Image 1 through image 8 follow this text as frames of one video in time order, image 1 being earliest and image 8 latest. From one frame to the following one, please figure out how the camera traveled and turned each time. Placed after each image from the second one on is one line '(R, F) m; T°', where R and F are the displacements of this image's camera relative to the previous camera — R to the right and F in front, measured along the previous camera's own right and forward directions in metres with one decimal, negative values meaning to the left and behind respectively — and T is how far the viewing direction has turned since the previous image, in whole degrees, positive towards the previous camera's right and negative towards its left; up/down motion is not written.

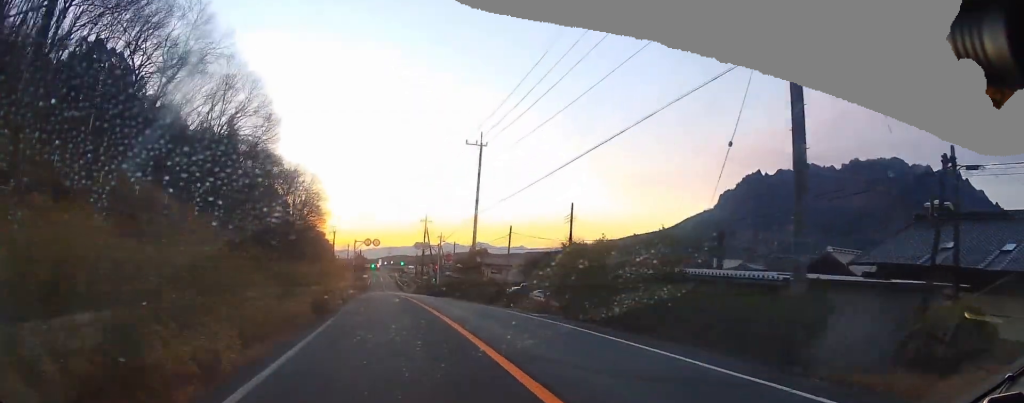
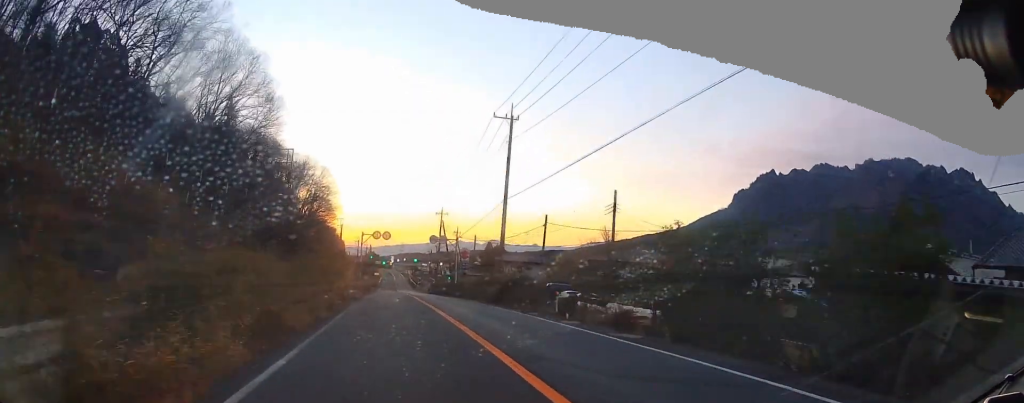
(+0.1, +7.6) m; 0°
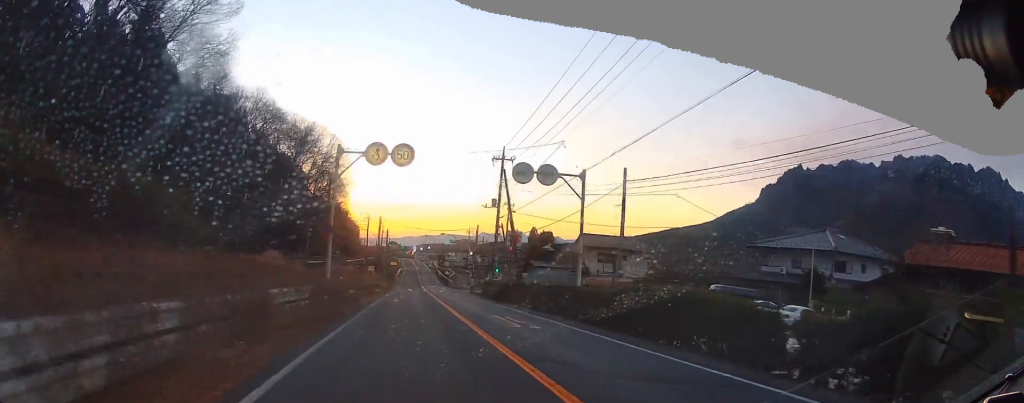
(-0.7, +35.9) m; -2°
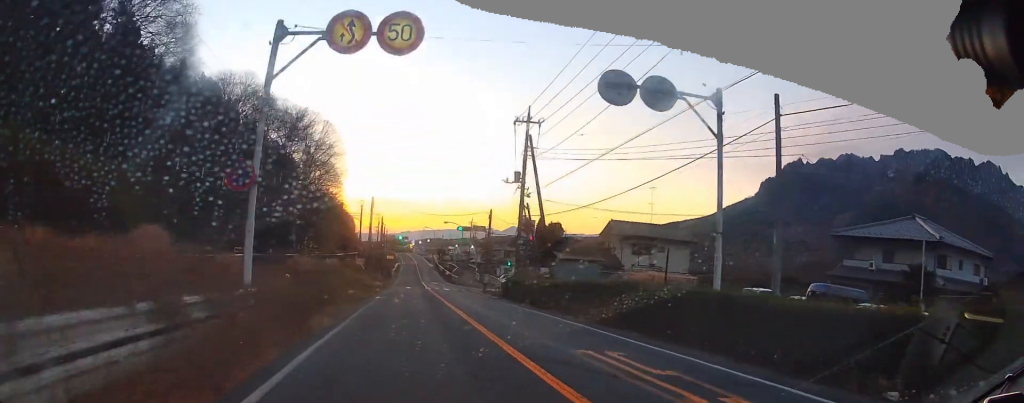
(-0.1, +10.6) m; 0°
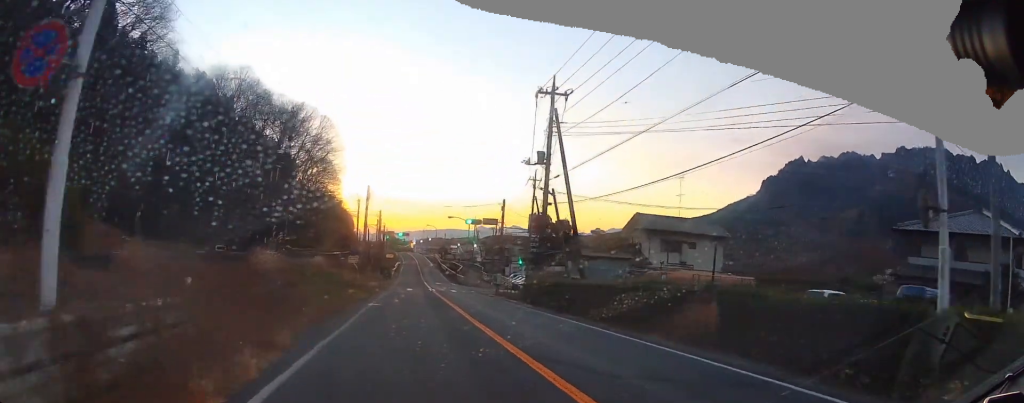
(+0.2, +6.2) m; 0°
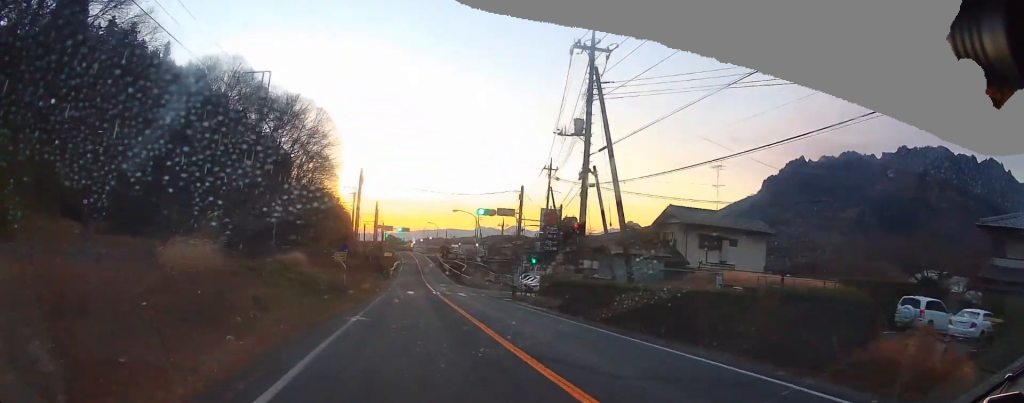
(-0.1, +7.1) m; -1°
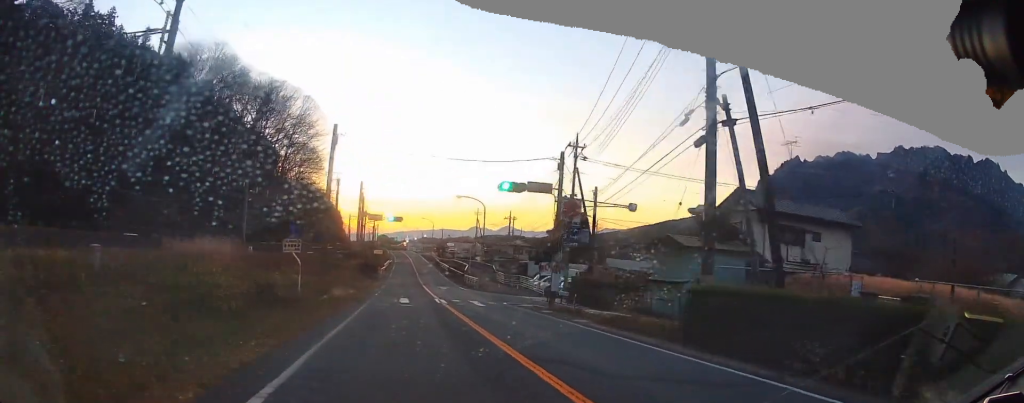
(-0.3, +10.3) m; -2°
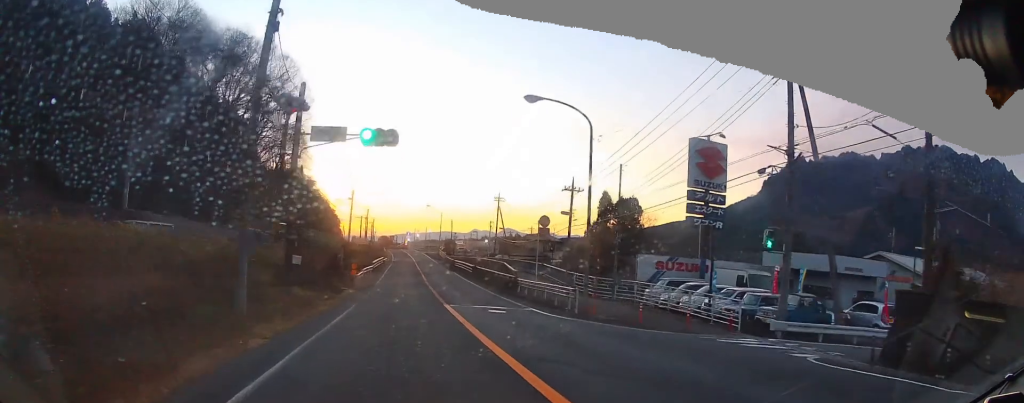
(+0.1, +27.1) m; +1°
